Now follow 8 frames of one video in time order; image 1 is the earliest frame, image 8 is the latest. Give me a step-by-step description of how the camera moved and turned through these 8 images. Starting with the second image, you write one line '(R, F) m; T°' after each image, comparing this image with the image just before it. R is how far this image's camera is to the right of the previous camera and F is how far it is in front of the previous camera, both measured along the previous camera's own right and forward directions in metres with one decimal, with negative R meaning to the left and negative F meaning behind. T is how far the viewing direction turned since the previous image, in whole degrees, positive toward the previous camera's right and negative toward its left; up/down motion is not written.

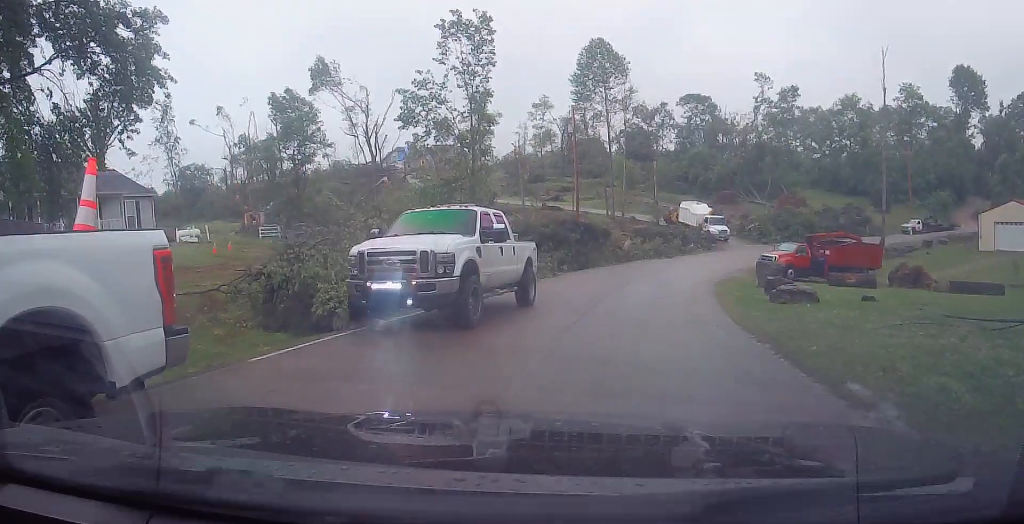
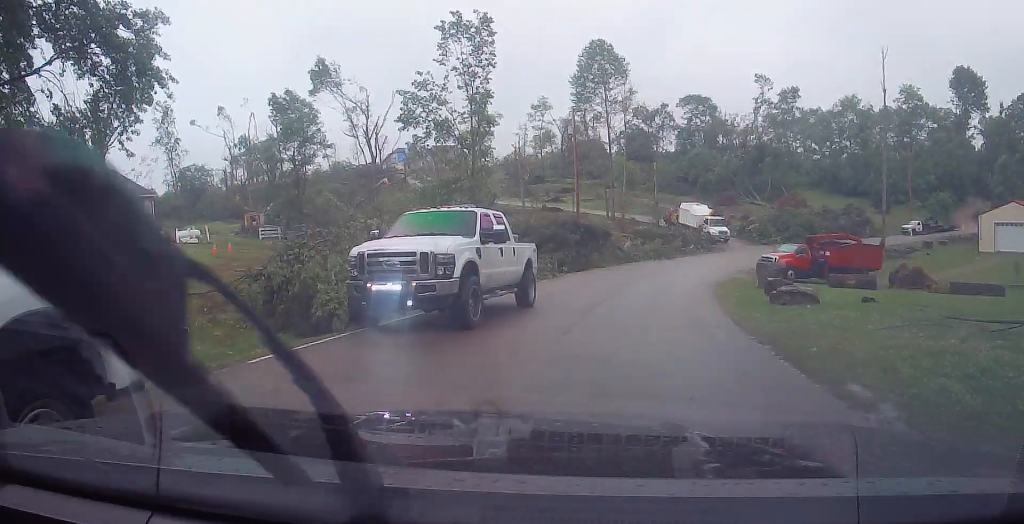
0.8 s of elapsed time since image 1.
(0.0, 0.0) m; 0°
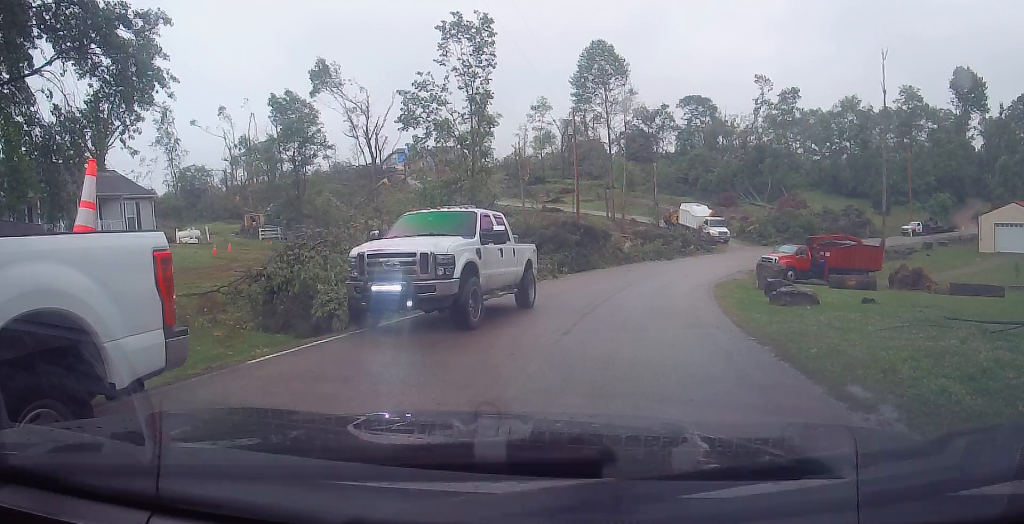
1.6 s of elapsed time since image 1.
(0.0, 0.0) m; 0°
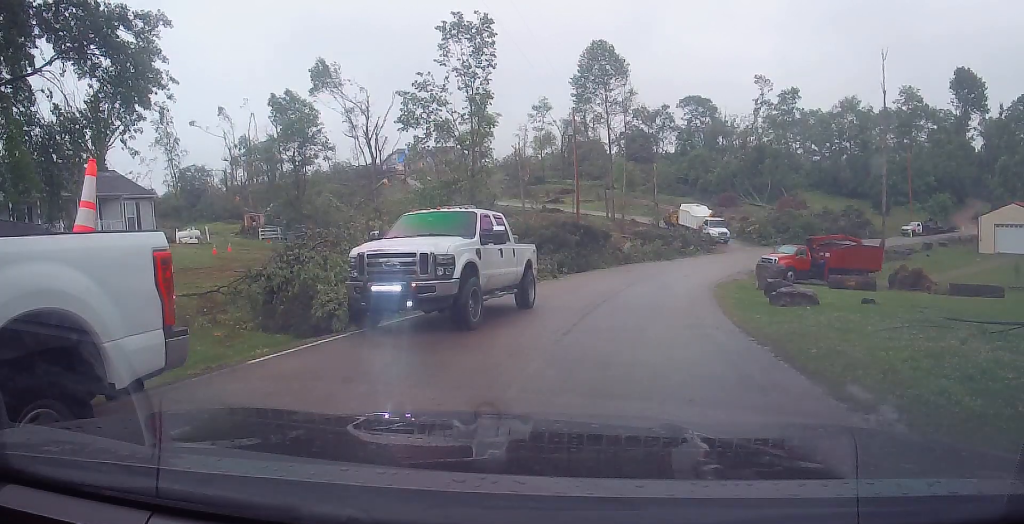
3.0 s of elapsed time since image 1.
(0.0, 0.0) m; 0°
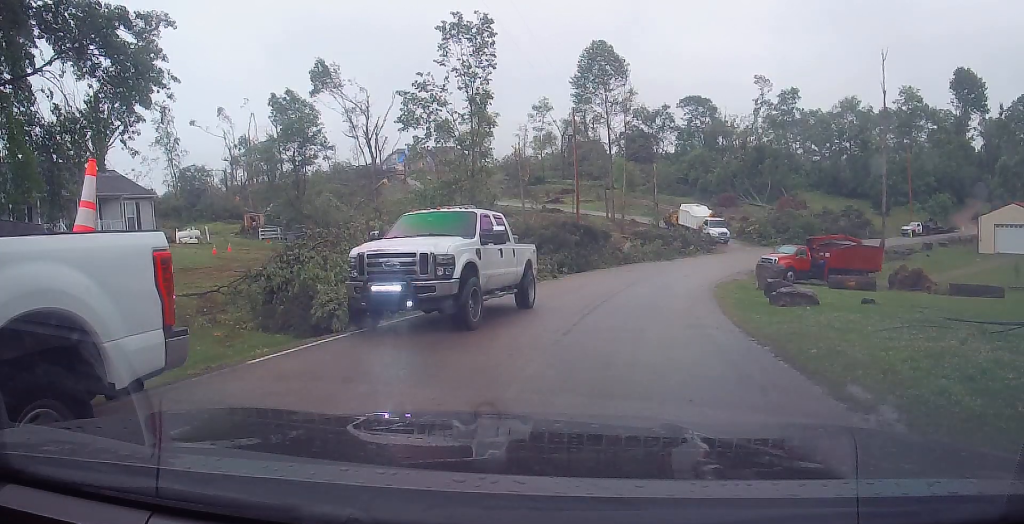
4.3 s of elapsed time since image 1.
(0.0, 0.0) m; 0°
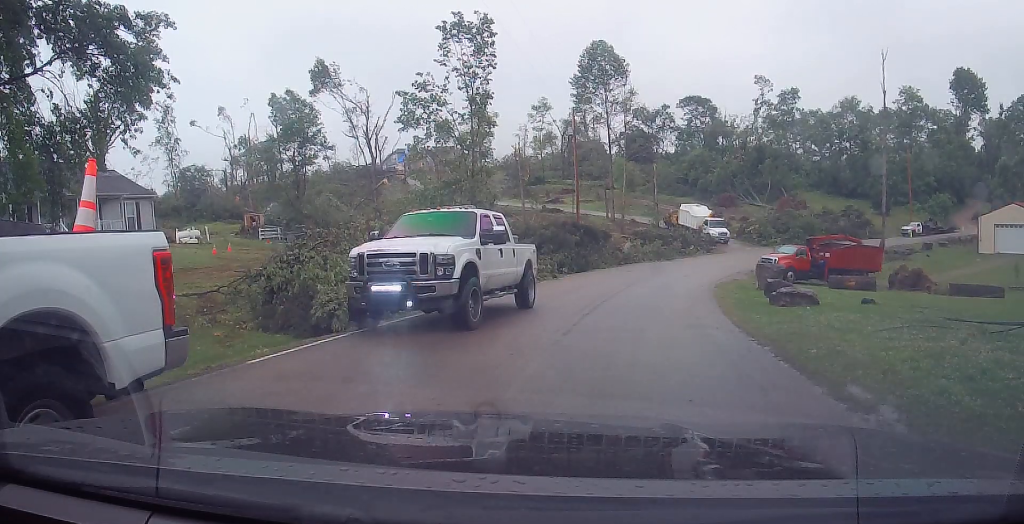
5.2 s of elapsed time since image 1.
(0.0, 0.0) m; 0°
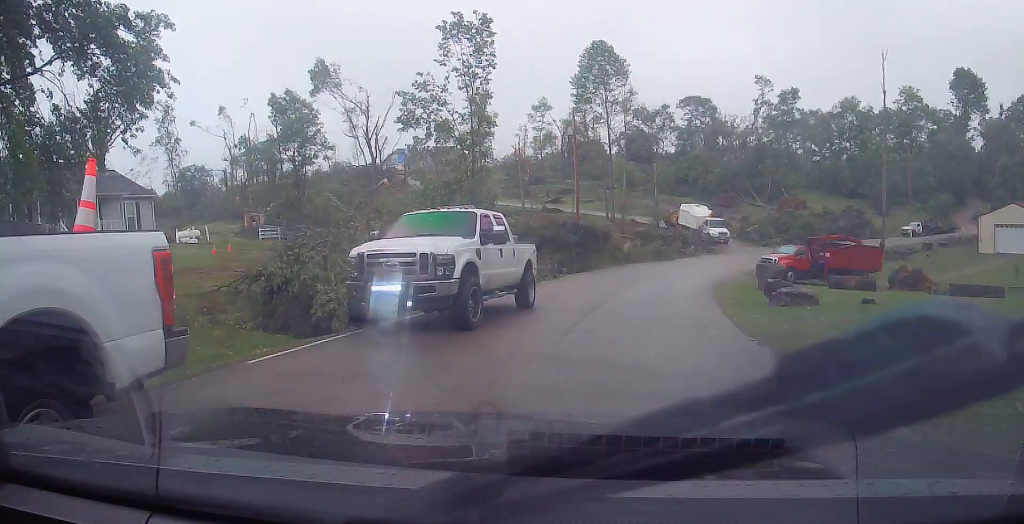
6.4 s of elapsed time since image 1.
(0.0, 0.0) m; 0°
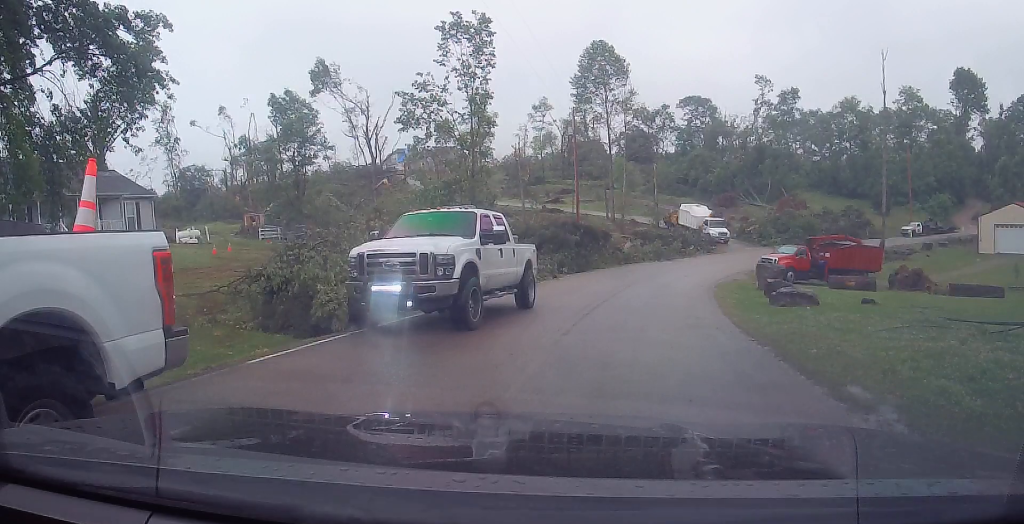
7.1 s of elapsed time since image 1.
(0.0, 0.0) m; 0°
